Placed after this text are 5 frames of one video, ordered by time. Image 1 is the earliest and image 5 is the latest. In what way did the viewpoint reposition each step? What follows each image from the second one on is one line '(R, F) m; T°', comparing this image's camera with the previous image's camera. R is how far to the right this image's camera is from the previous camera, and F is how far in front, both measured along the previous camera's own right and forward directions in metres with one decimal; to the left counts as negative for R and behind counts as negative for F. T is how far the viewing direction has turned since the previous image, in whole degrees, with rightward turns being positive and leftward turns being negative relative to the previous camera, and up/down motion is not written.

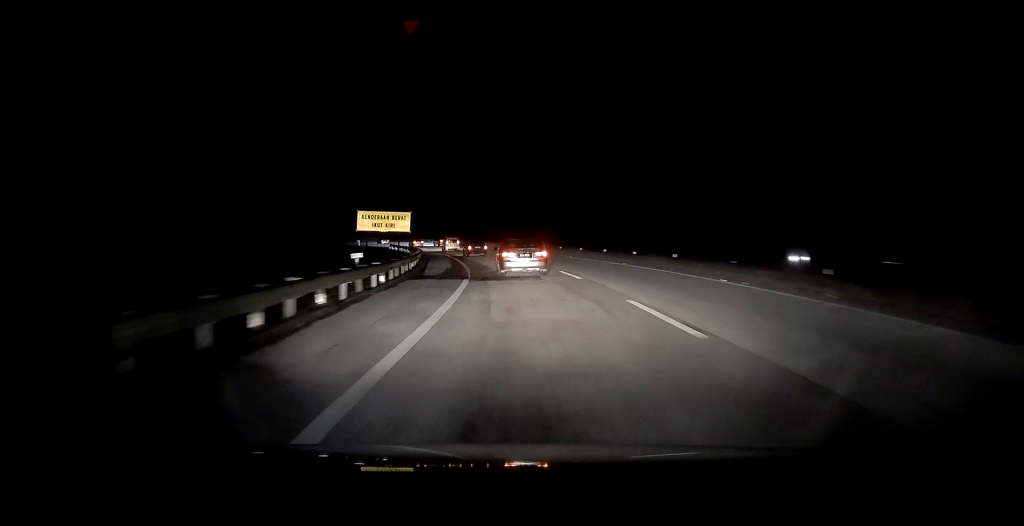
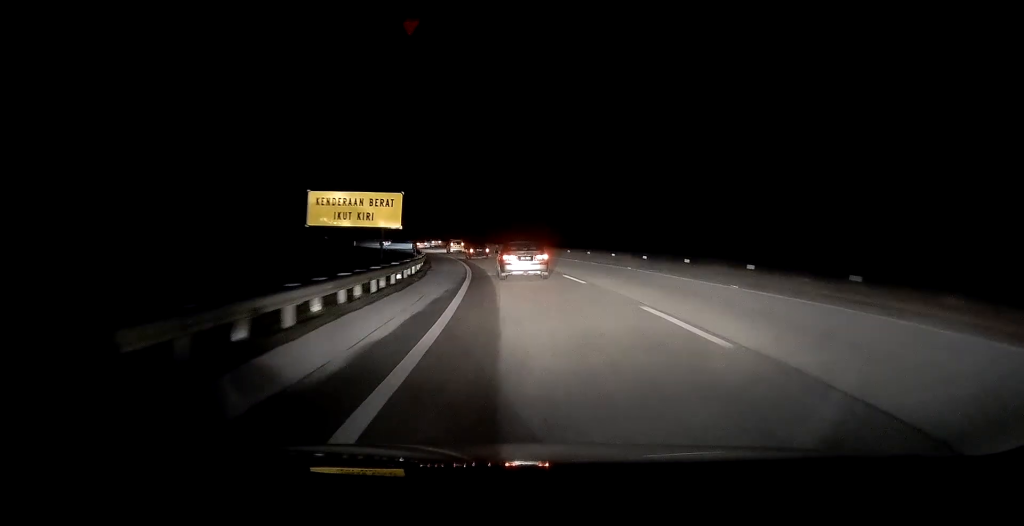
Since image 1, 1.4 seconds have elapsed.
(-1.3, +24.4) m; -6°
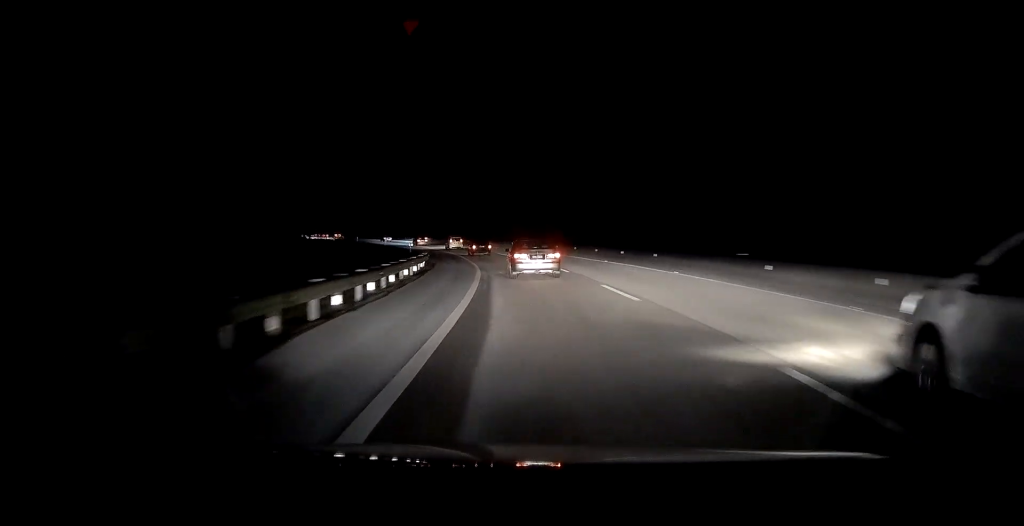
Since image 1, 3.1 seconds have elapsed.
(-1.7, +30.0) m; -6°
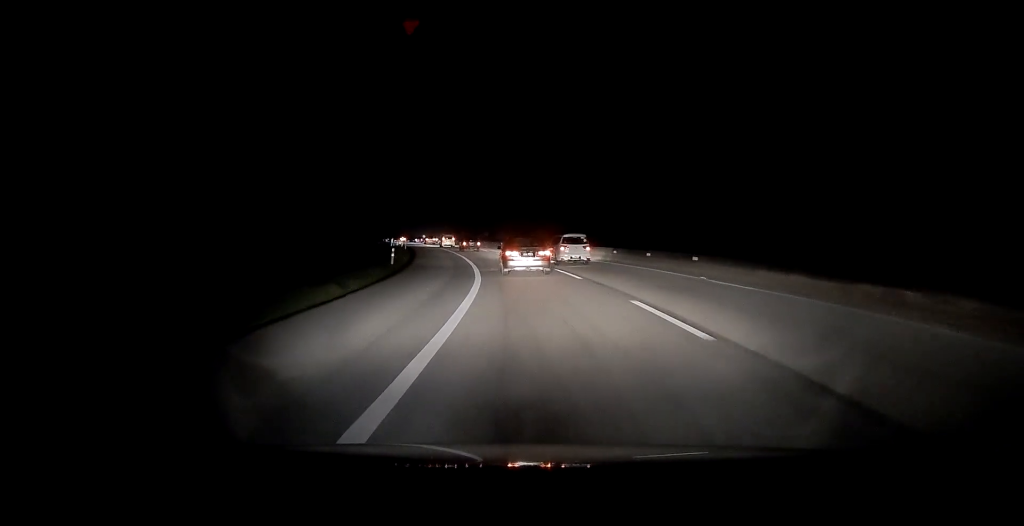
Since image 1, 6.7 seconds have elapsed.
(-9.8, +62.7) m; -17°
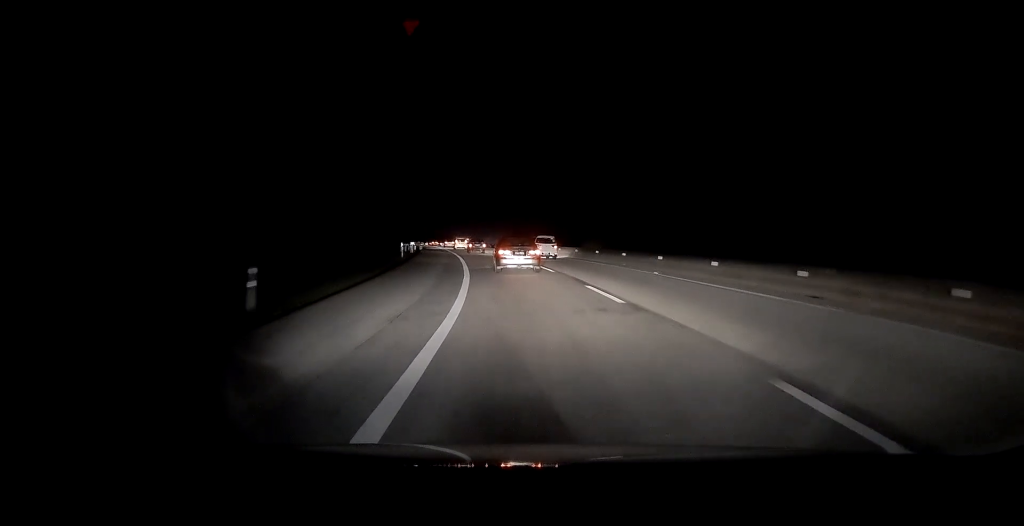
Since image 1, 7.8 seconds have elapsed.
(-1.2, +20.1) m; -5°
